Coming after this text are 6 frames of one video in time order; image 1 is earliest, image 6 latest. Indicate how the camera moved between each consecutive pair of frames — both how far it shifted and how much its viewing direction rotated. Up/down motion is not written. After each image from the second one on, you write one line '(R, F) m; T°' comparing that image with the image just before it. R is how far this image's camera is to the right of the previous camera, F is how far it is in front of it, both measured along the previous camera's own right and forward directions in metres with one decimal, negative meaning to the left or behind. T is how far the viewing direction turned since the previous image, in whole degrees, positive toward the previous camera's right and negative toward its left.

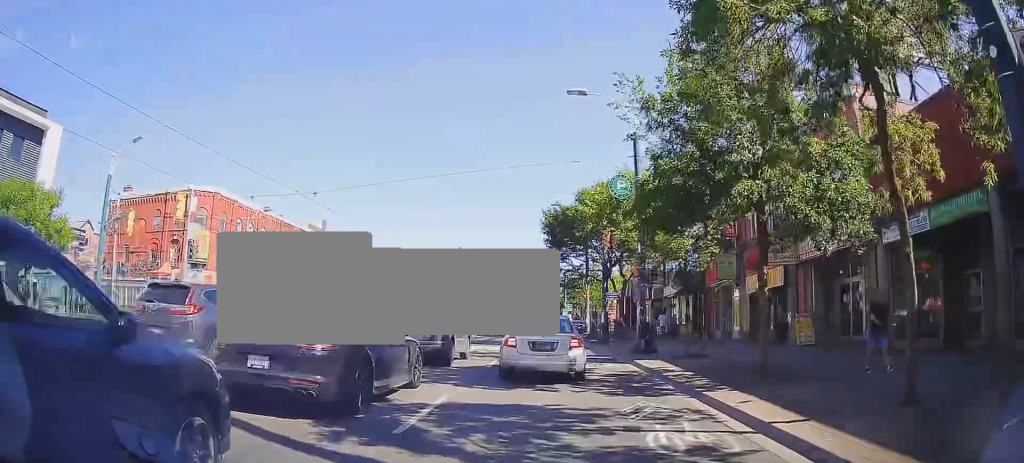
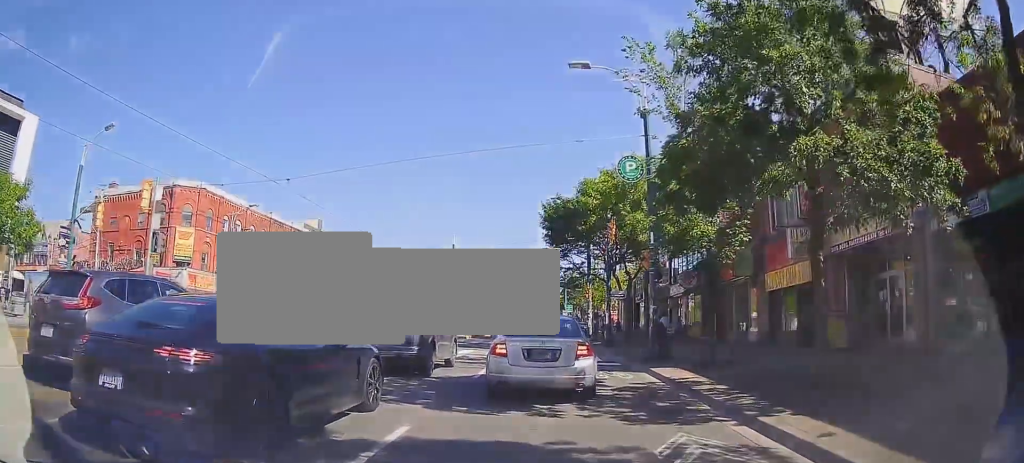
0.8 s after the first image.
(-0.2, +3.3) m; -5°
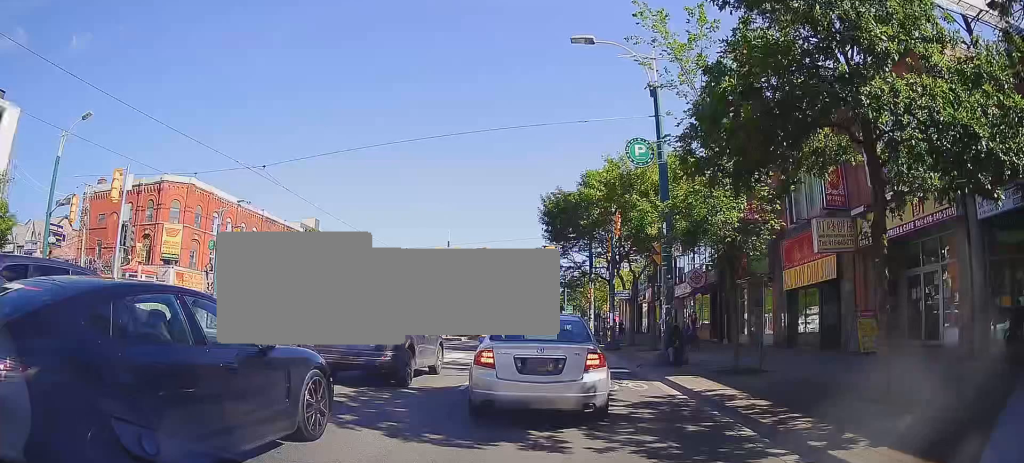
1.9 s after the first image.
(-0.2, +3.2) m; +1°
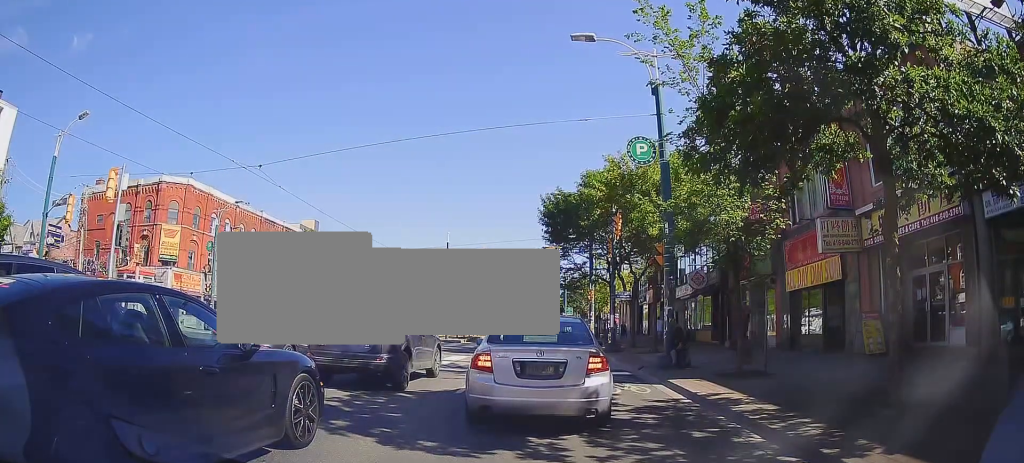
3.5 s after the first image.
(+0.2, +2.1) m; 0°
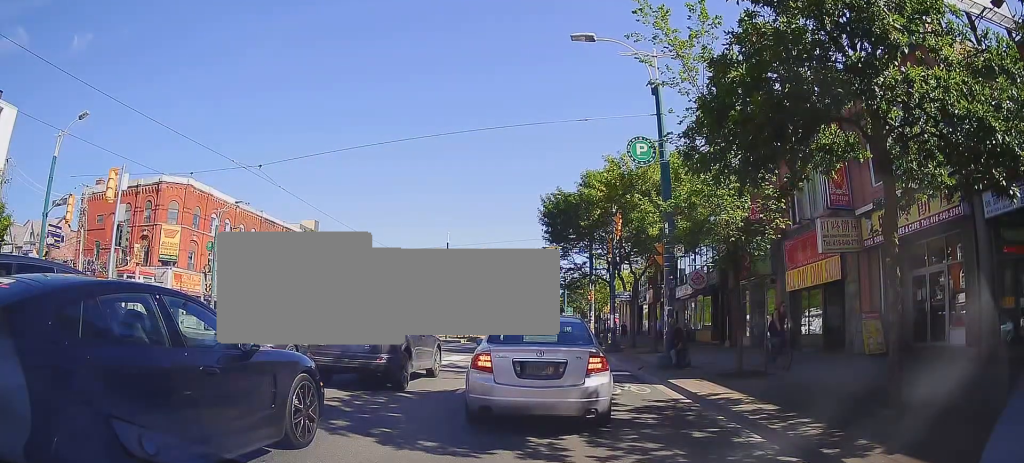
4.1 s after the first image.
(-0.1, +0.7) m; 0°
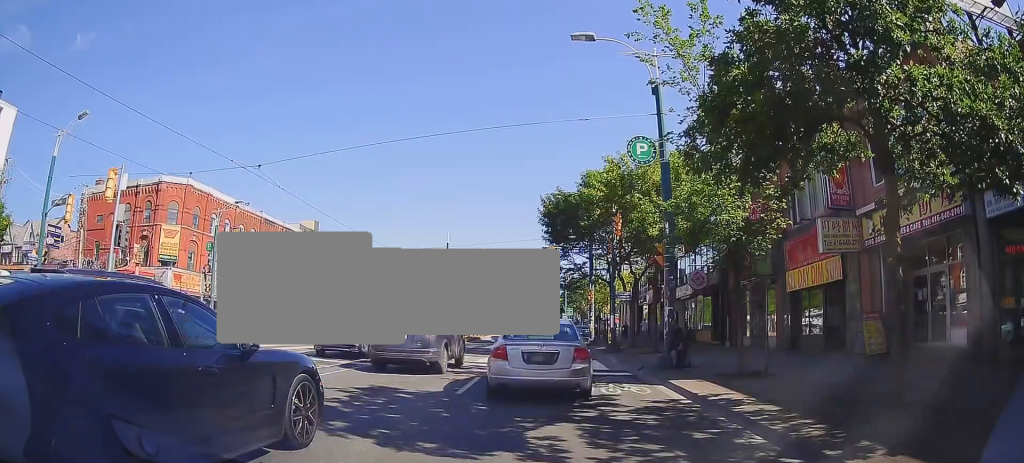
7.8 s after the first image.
(+0.1, +2.0) m; 0°
